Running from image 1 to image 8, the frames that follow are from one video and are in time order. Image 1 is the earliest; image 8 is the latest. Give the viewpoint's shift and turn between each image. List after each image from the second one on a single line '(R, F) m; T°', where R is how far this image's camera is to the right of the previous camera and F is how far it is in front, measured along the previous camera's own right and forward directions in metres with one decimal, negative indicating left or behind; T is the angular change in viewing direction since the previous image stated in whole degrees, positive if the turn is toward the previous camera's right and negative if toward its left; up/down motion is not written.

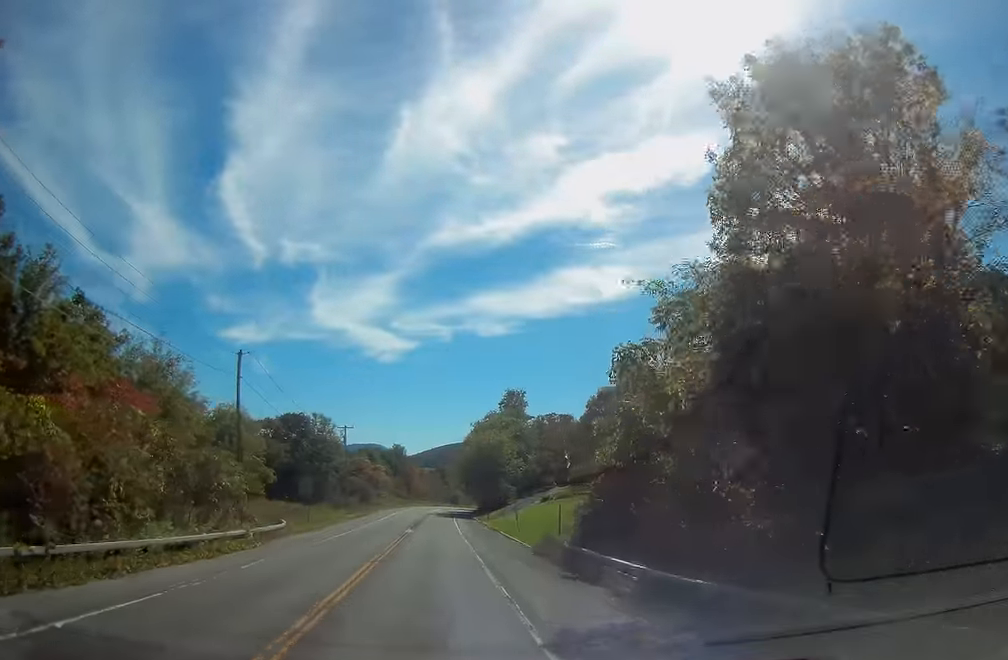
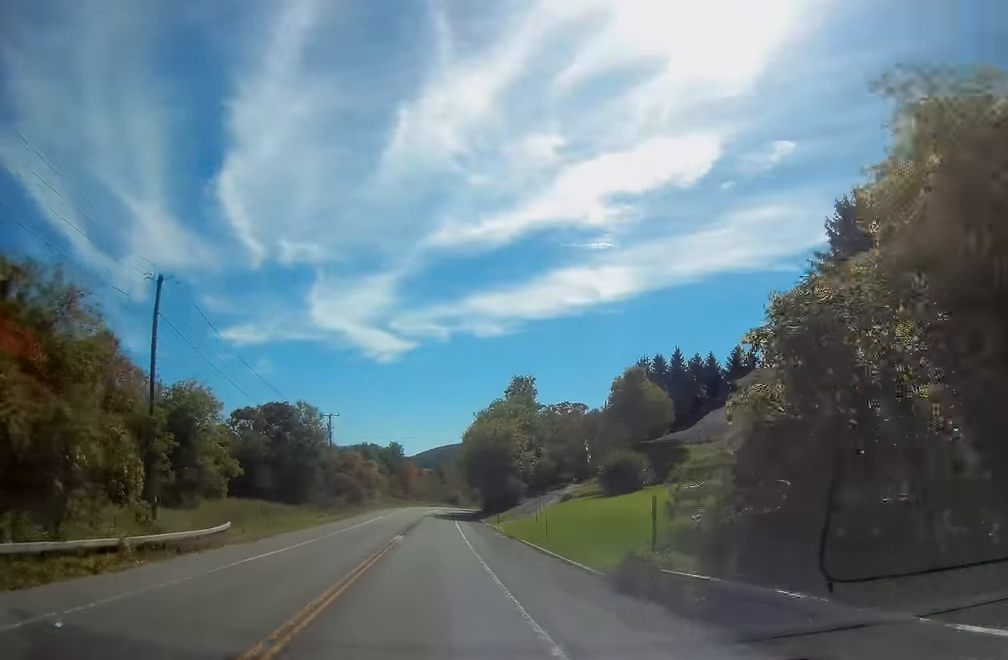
(-0.1, +12.8) m; 0°
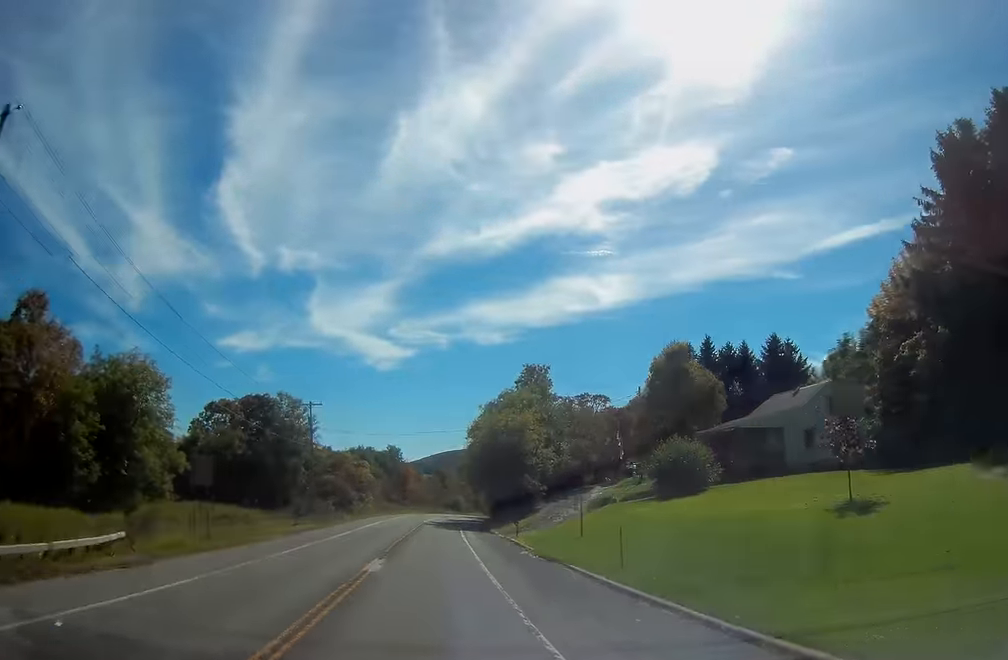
(+0.3, +13.8) m; 0°
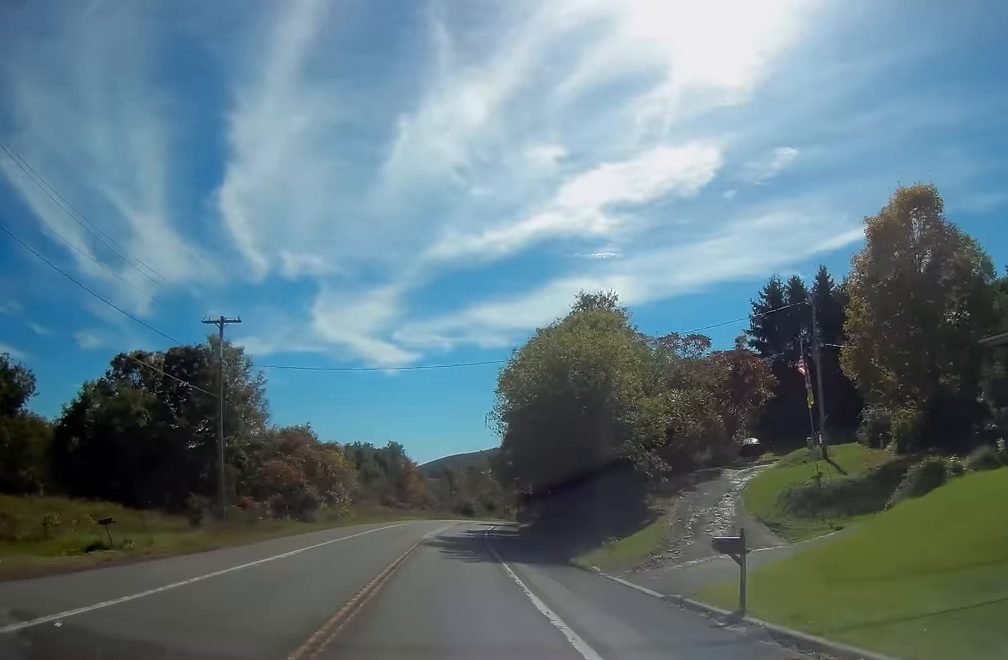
(0.0, +32.8) m; 0°
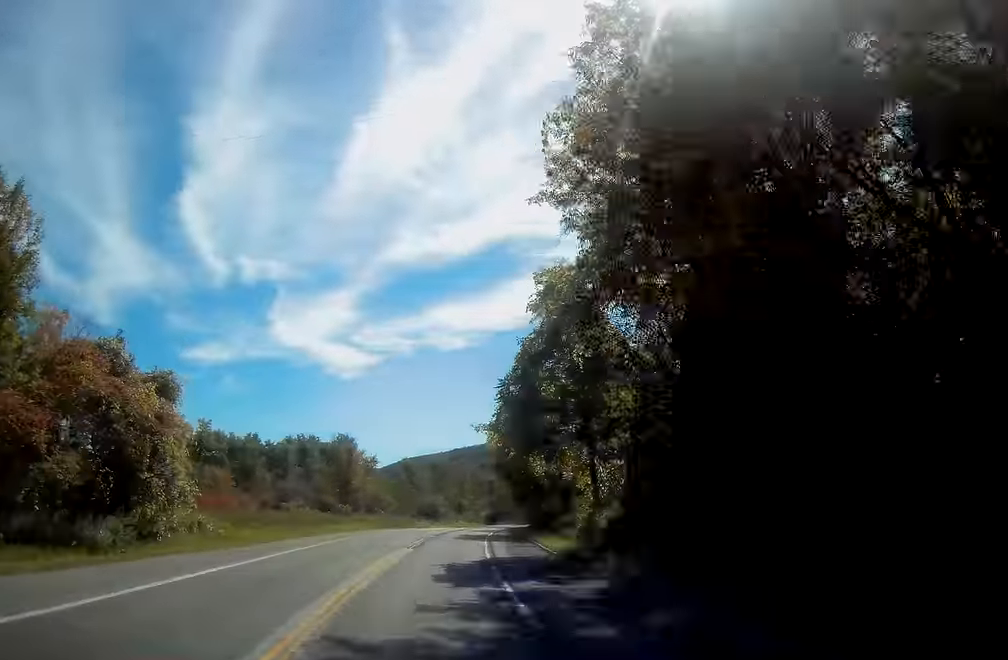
(+0.4, +35.7) m; +2°
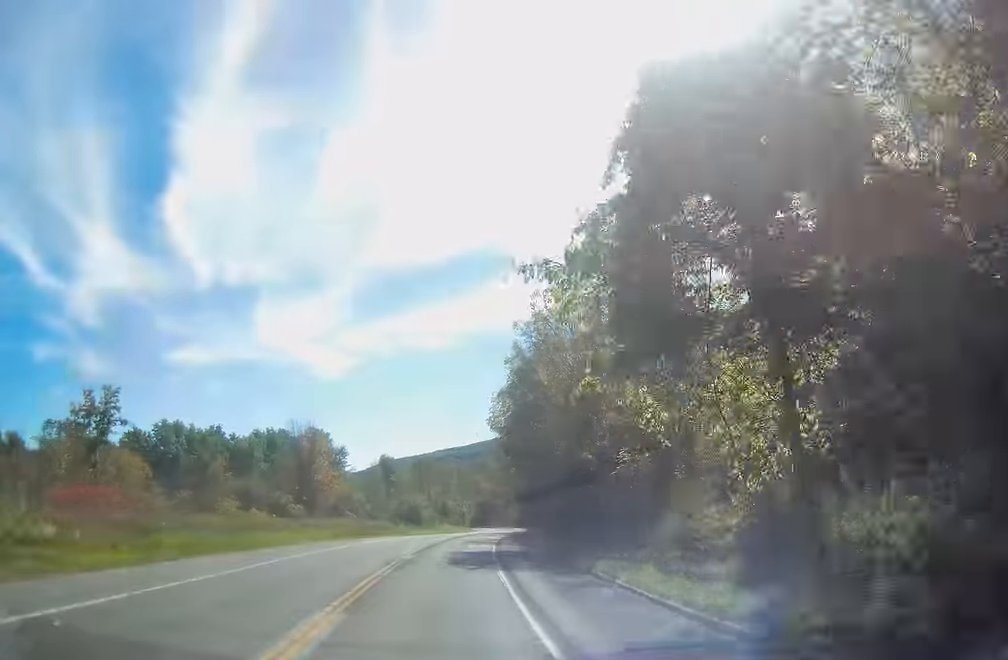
(+0.2, +18.9) m; +1°
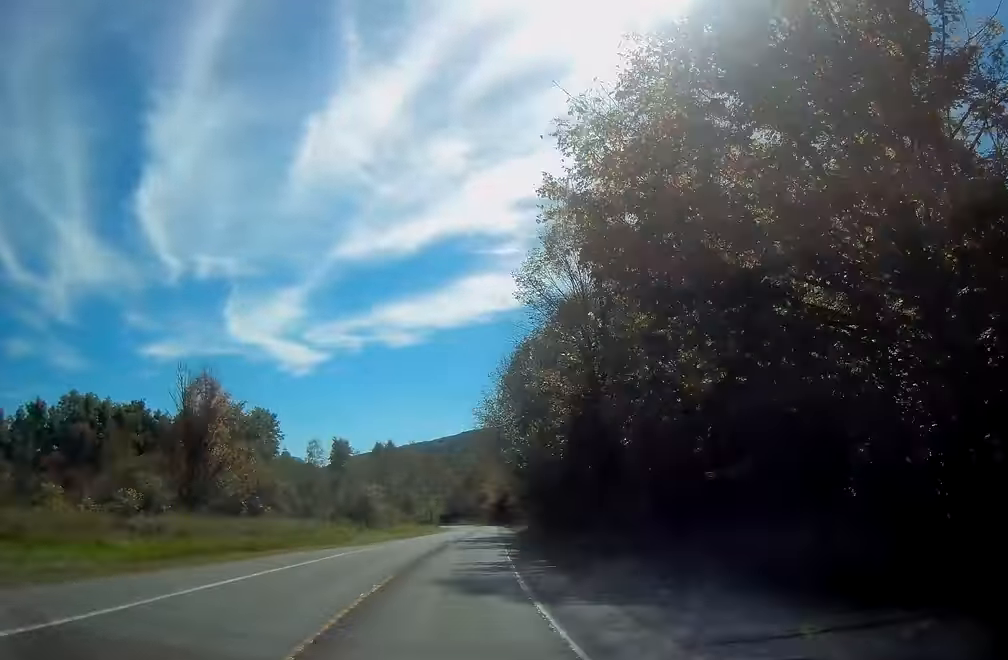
(+0.2, +28.9) m; +2°
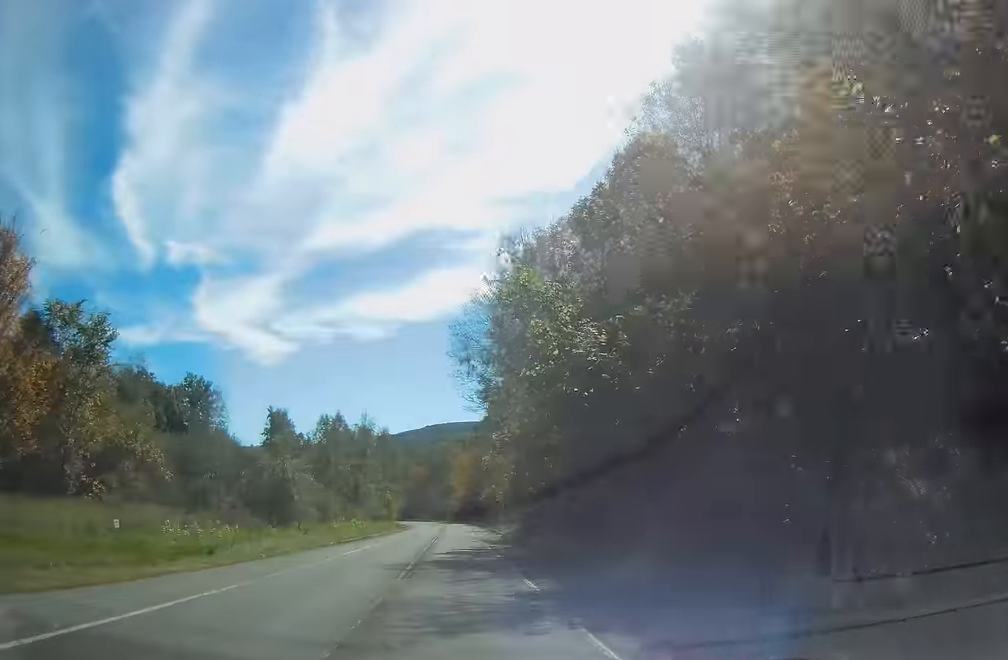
(+0.8, +27.4) m; +4°
